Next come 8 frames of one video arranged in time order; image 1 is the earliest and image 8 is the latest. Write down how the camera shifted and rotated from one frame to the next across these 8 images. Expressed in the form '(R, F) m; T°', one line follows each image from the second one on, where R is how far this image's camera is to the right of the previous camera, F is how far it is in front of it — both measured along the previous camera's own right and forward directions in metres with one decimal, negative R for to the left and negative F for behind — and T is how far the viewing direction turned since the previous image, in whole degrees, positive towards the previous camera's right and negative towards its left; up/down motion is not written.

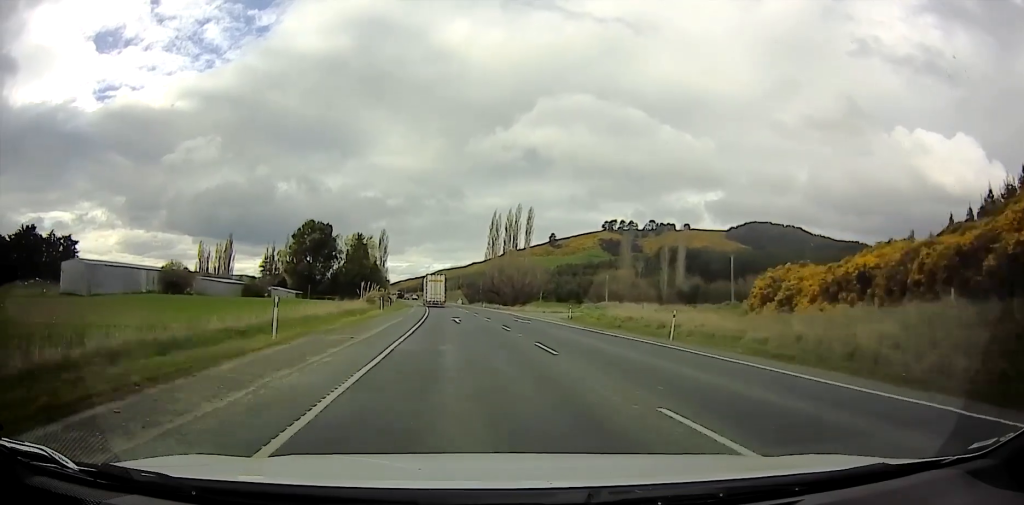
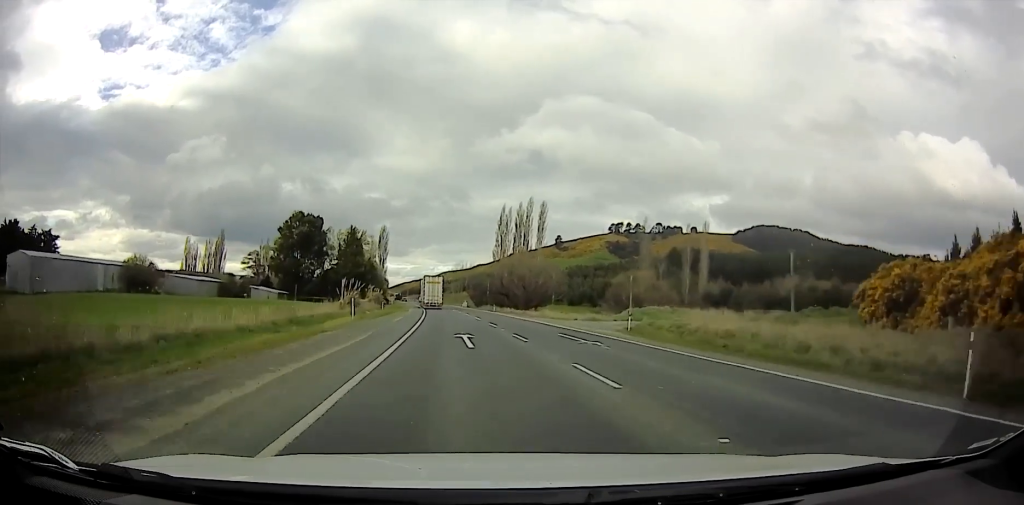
(-0.1, +15.7) m; 0°
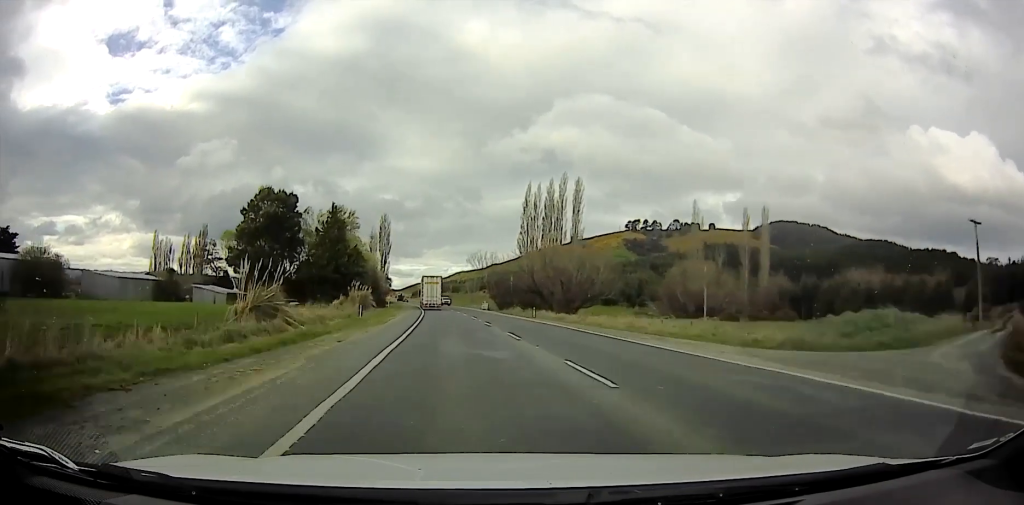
(-0.1, +30.2) m; 0°
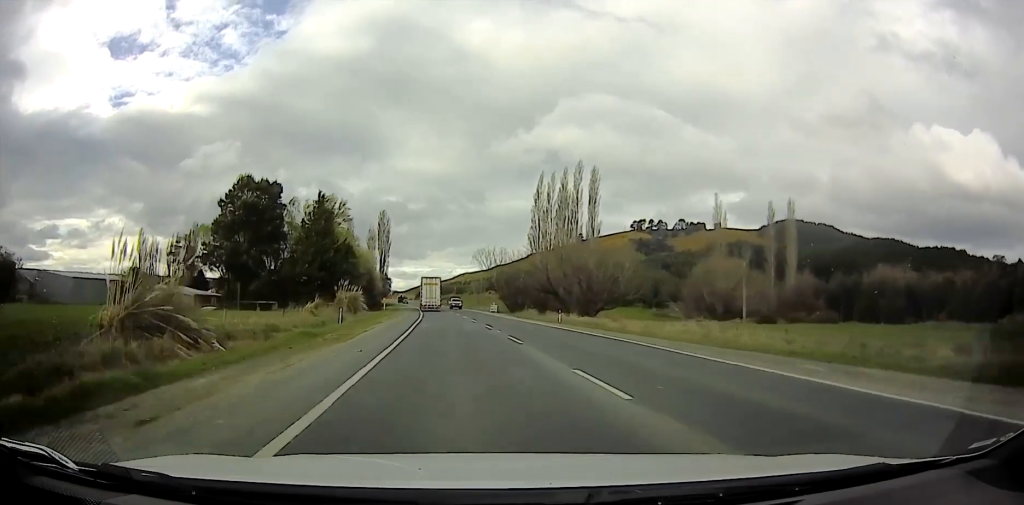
(-0.1, +11.3) m; +1°
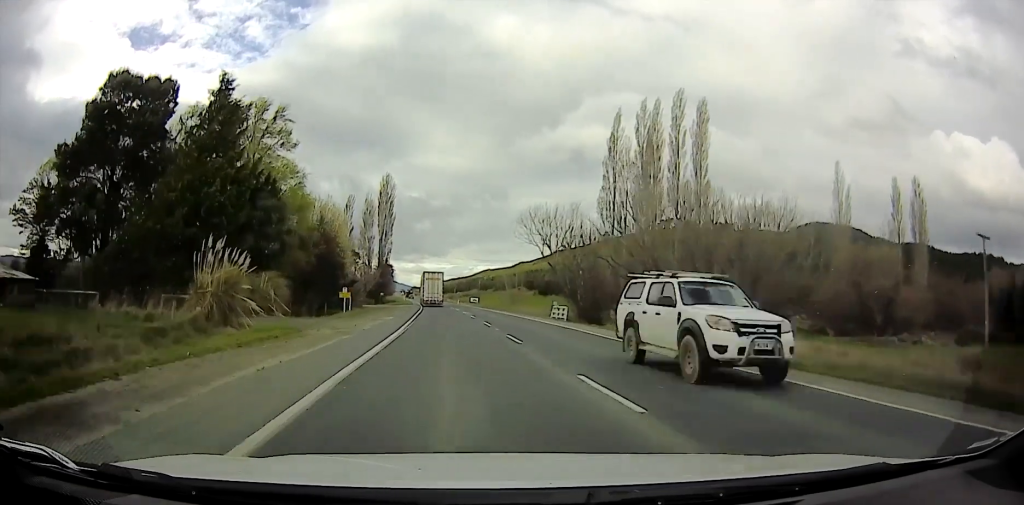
(+1.3, +39.8) m; +3°
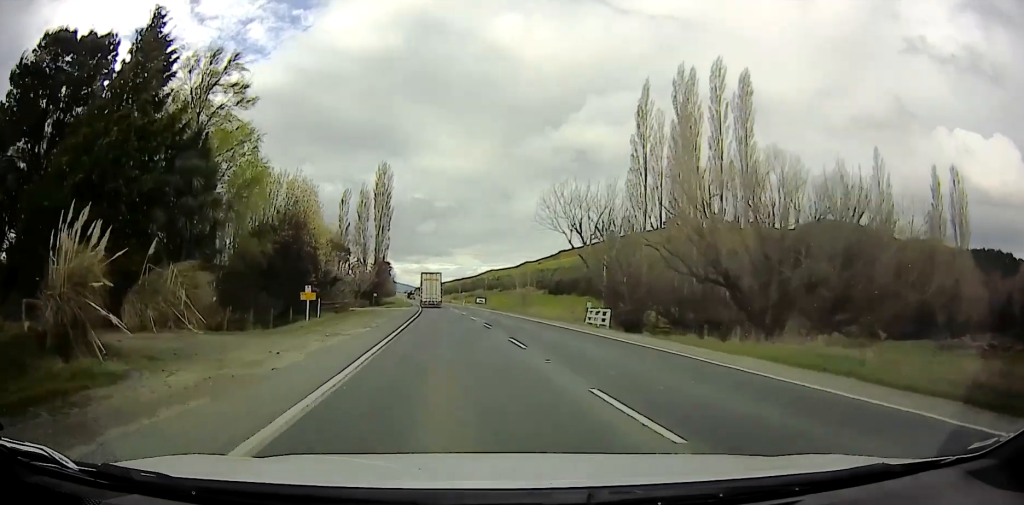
(+0.1, +10.8) m; 0°
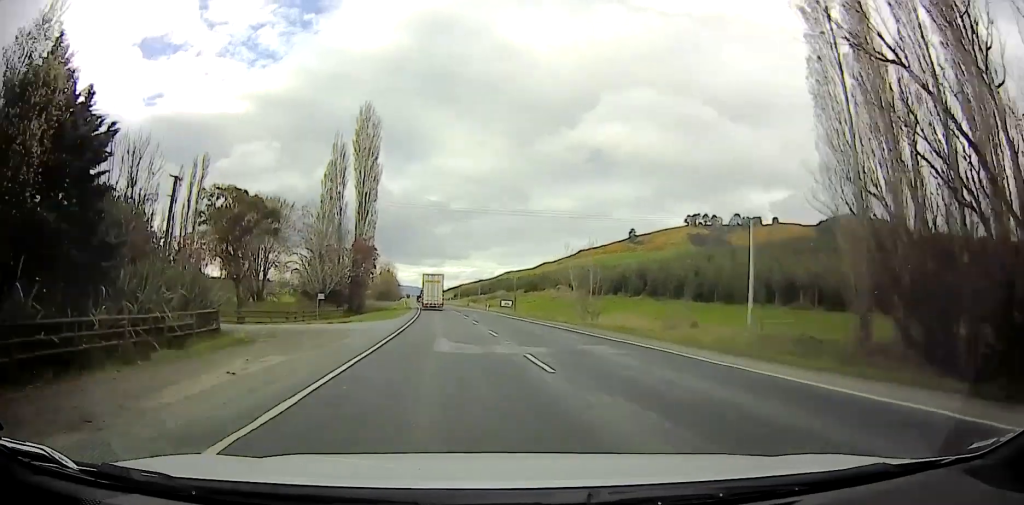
(+0.1, +32.7) m; -1°
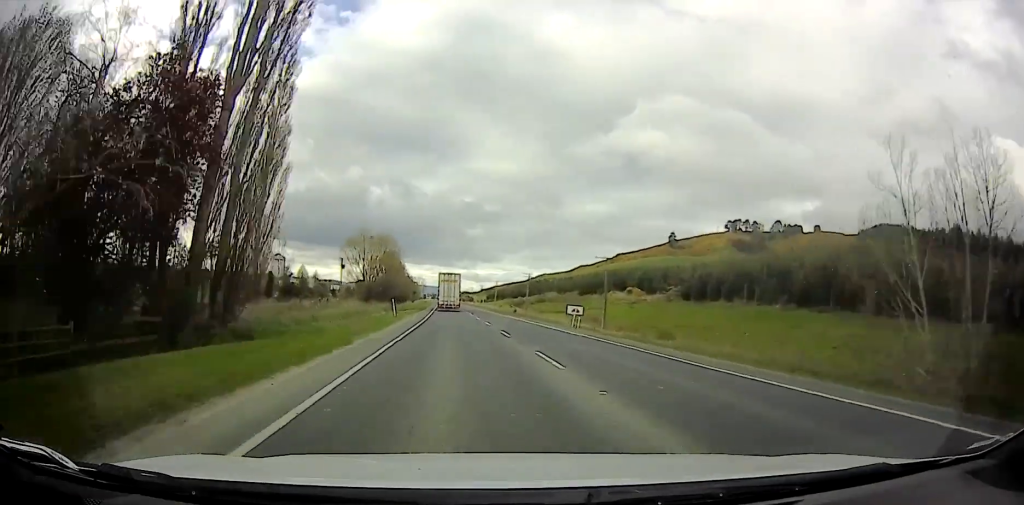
(-0.9, +44.6) m; 0°
